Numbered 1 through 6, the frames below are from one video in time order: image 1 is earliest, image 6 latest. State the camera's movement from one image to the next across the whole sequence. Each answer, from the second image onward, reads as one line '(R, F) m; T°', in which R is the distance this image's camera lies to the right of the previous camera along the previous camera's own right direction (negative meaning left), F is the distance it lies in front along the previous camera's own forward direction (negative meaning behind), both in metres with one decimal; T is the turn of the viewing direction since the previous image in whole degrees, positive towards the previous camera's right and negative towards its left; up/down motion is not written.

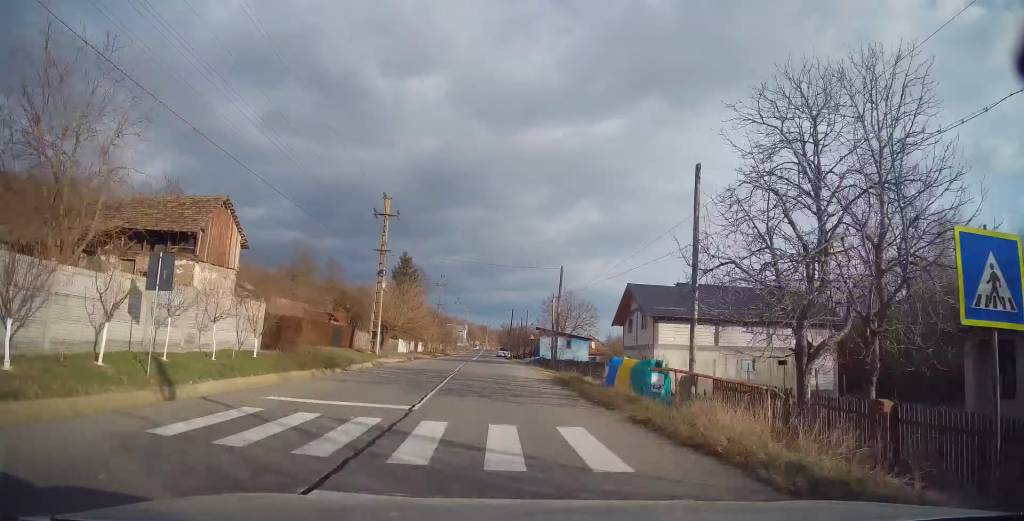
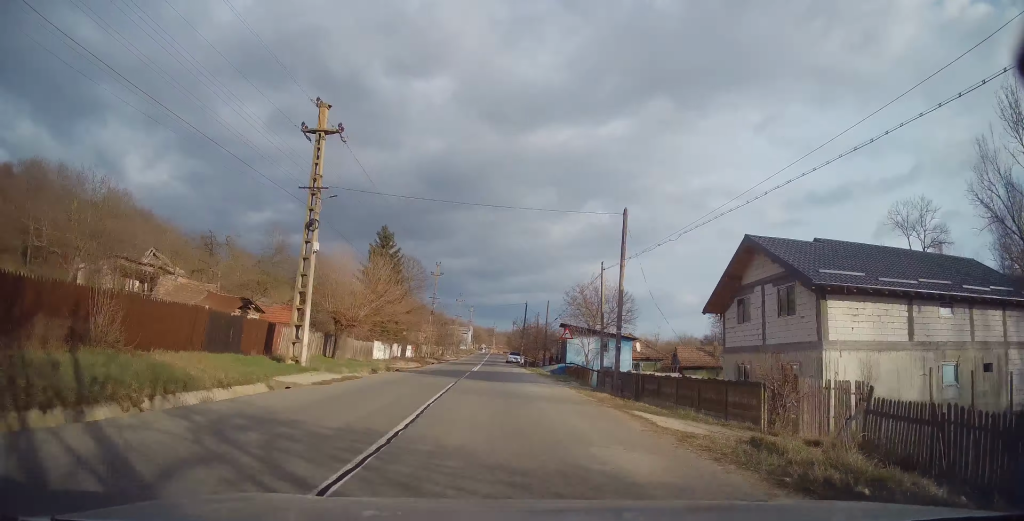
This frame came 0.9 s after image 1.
(0.0, +15.7) m; -1°
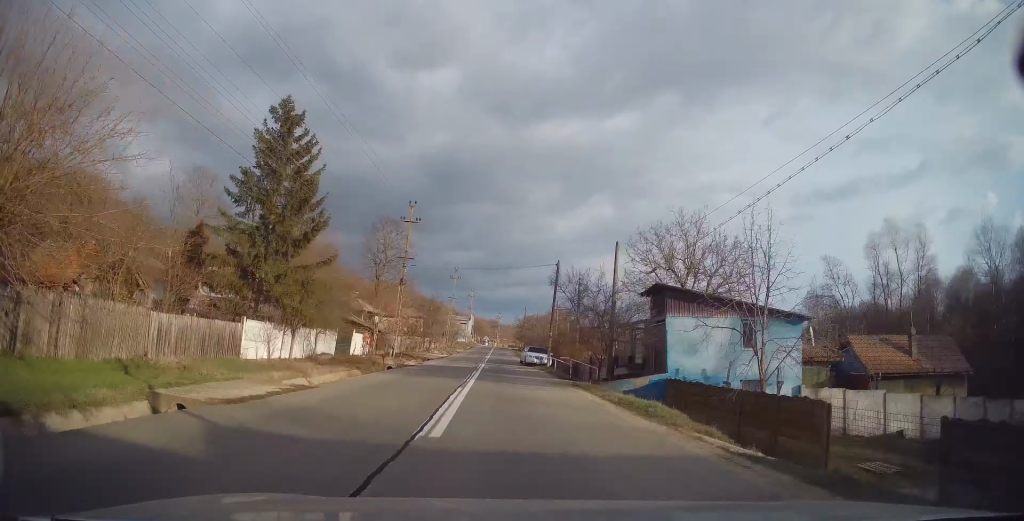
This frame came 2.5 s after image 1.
(-0.5, +26.4) m; -1°
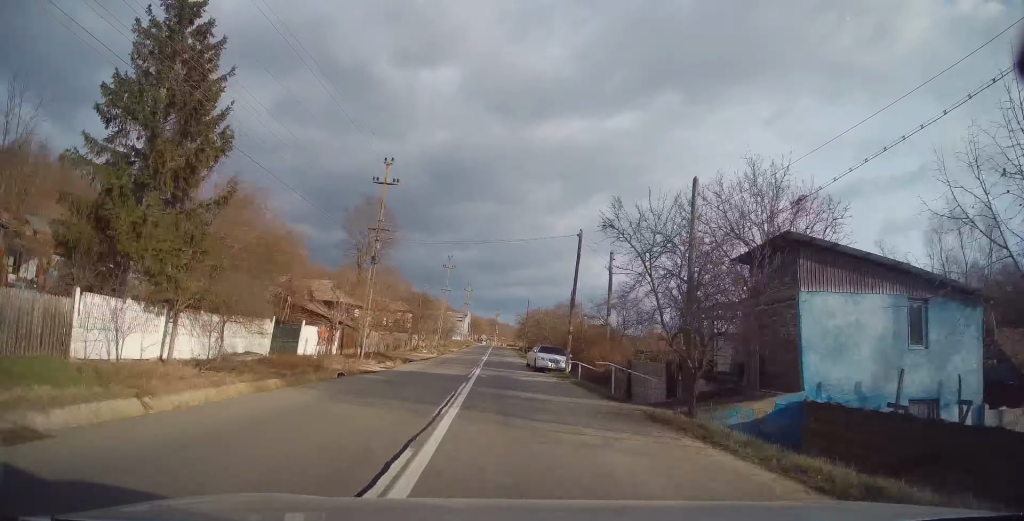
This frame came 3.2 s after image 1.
(+0.1, +10.2) m; 0°
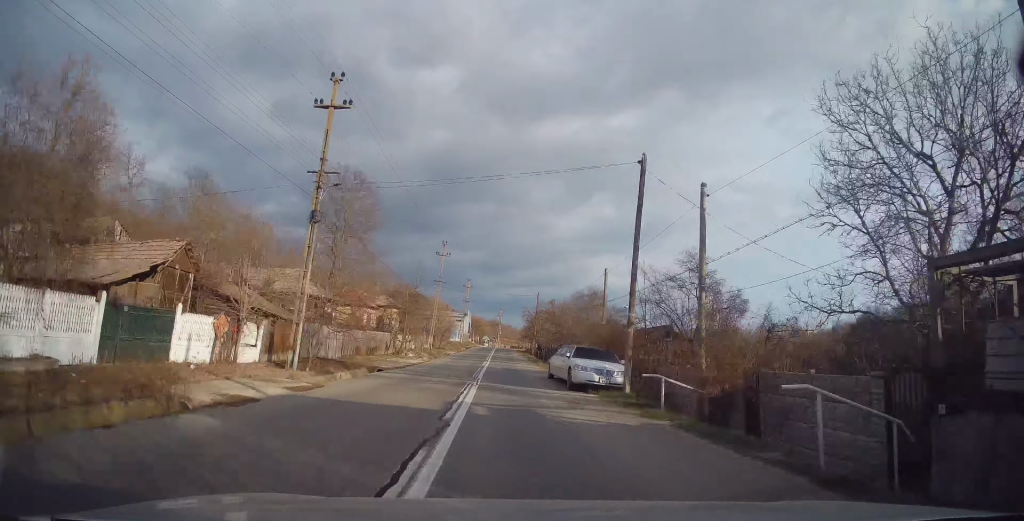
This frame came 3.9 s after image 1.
(0.0, +11.5) m; +1°
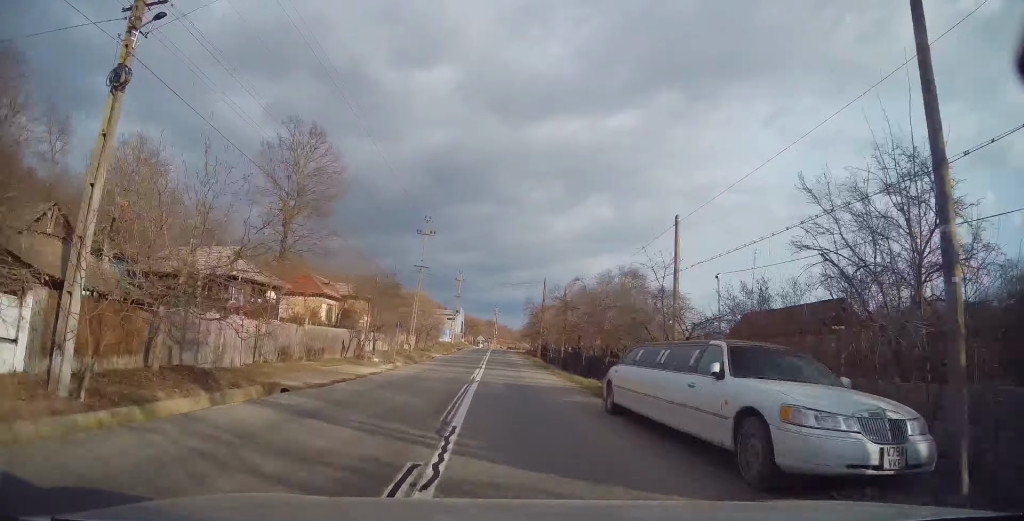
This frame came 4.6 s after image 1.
(0.0, +12.3) m; +1°
